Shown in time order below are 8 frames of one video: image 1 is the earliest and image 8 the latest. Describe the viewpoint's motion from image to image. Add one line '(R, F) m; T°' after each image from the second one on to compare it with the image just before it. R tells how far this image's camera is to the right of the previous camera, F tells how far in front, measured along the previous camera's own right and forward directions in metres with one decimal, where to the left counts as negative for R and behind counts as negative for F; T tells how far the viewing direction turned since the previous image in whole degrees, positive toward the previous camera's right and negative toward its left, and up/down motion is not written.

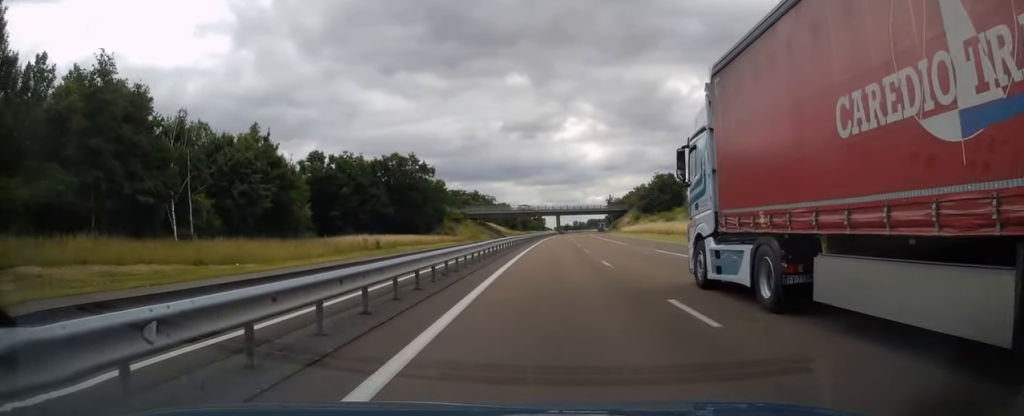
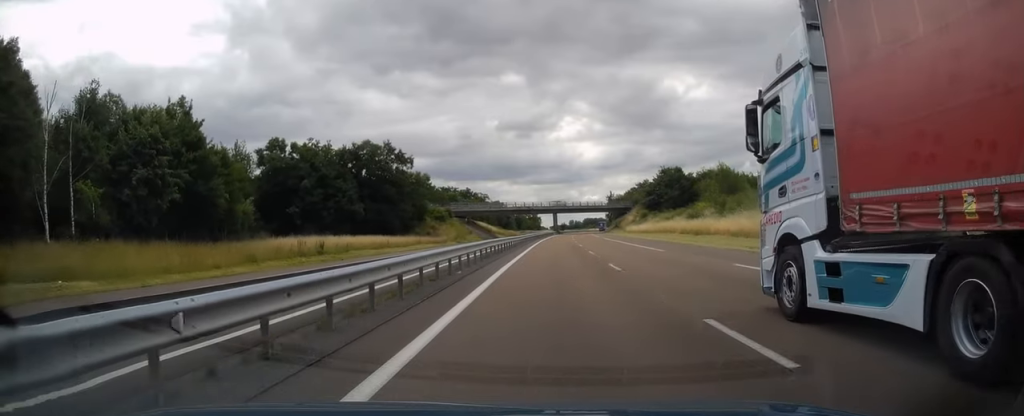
(0.0, +15.6) m; 0°
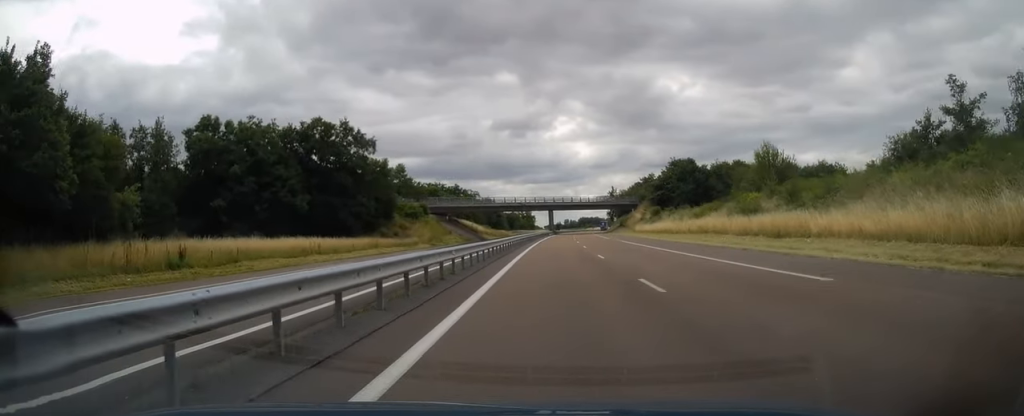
(+0.2, +19.9) m; +1°
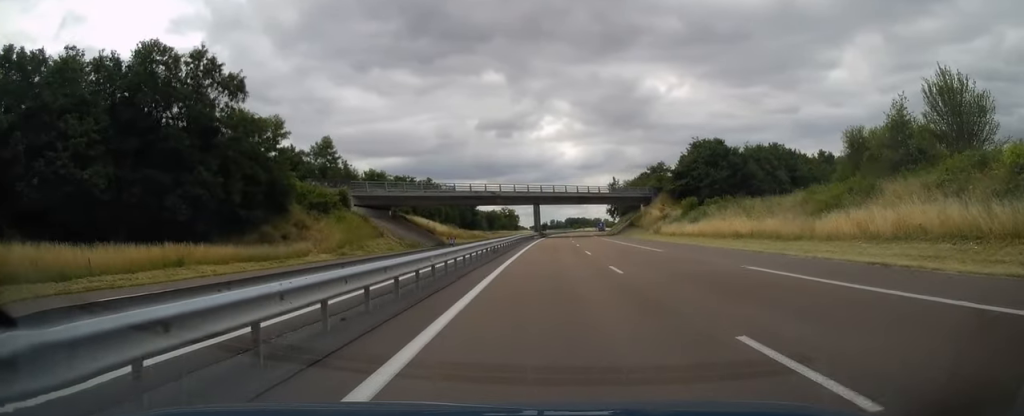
(+0.3, +34.5) m; +1°
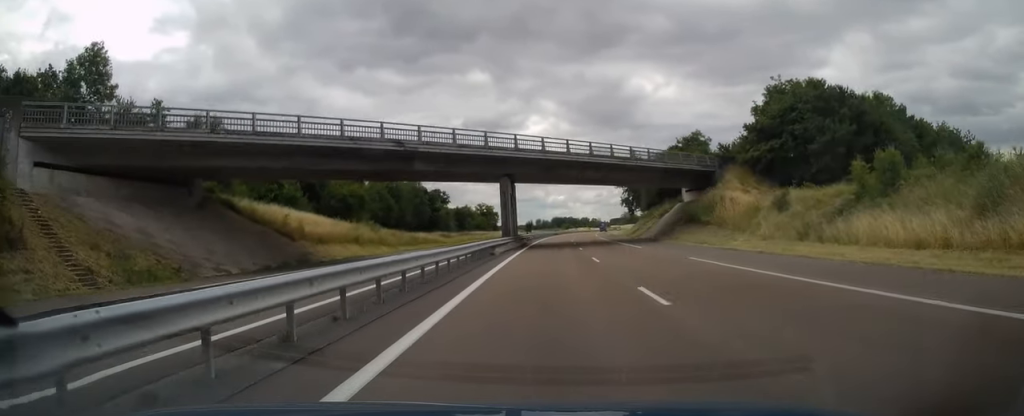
(+0.8, +46.8) m; +2°
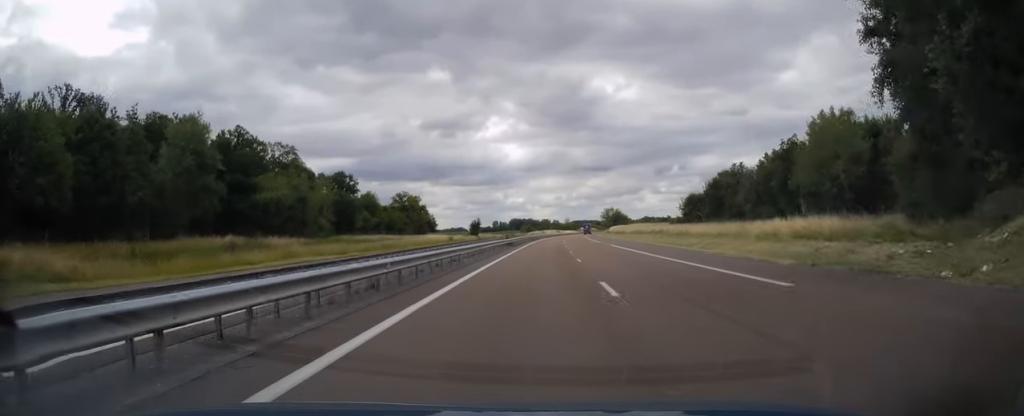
(+2.4, +77.3) m; +4°
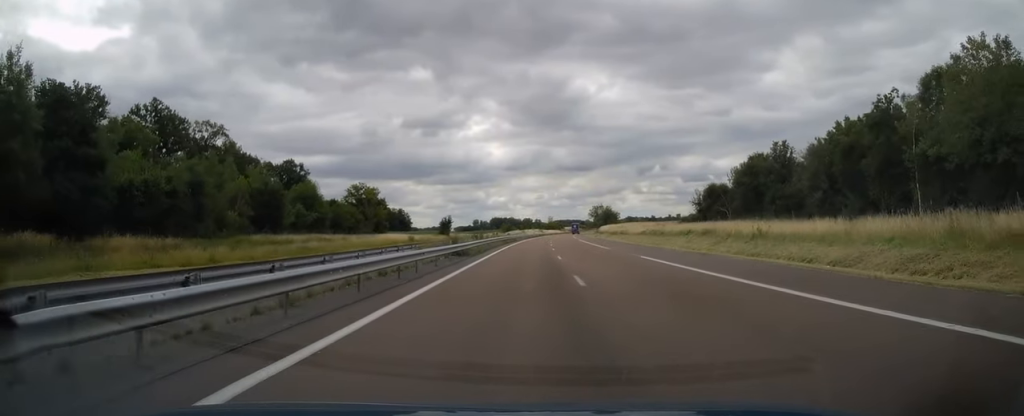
(+0.3, +24.0) m; +1°
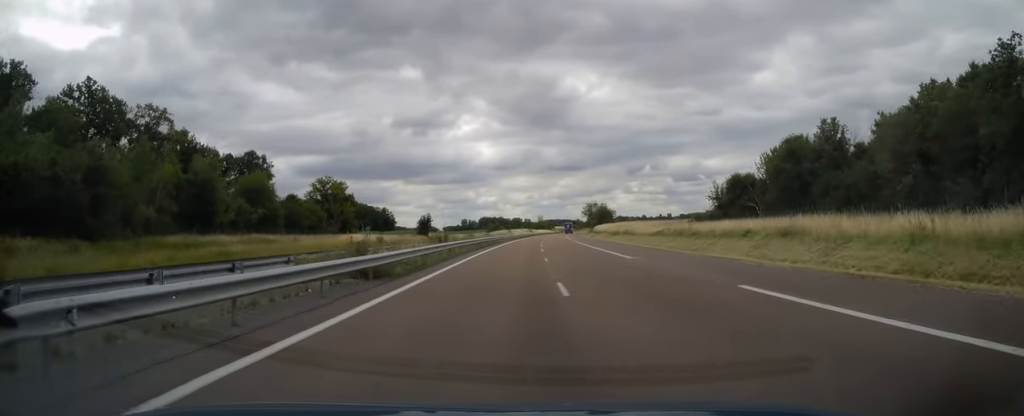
(+0.1, +15.4) m; +1°
